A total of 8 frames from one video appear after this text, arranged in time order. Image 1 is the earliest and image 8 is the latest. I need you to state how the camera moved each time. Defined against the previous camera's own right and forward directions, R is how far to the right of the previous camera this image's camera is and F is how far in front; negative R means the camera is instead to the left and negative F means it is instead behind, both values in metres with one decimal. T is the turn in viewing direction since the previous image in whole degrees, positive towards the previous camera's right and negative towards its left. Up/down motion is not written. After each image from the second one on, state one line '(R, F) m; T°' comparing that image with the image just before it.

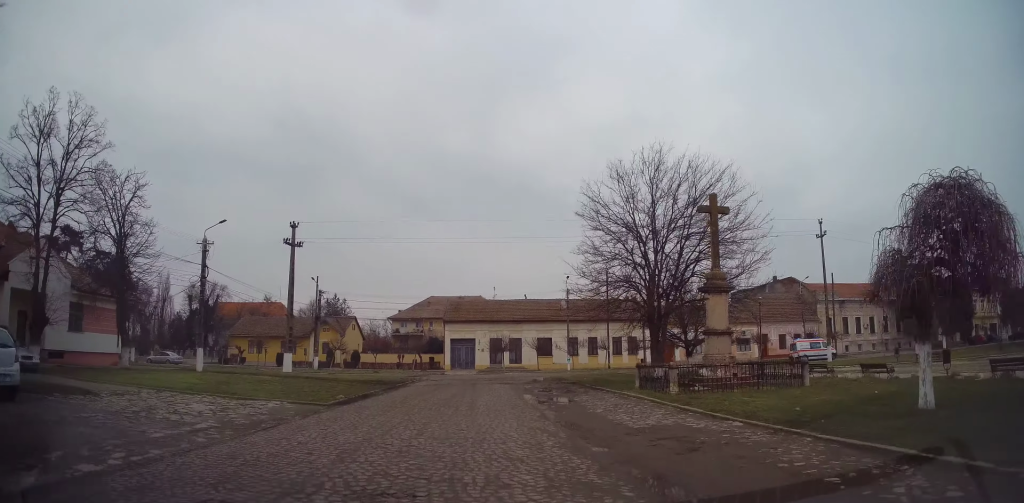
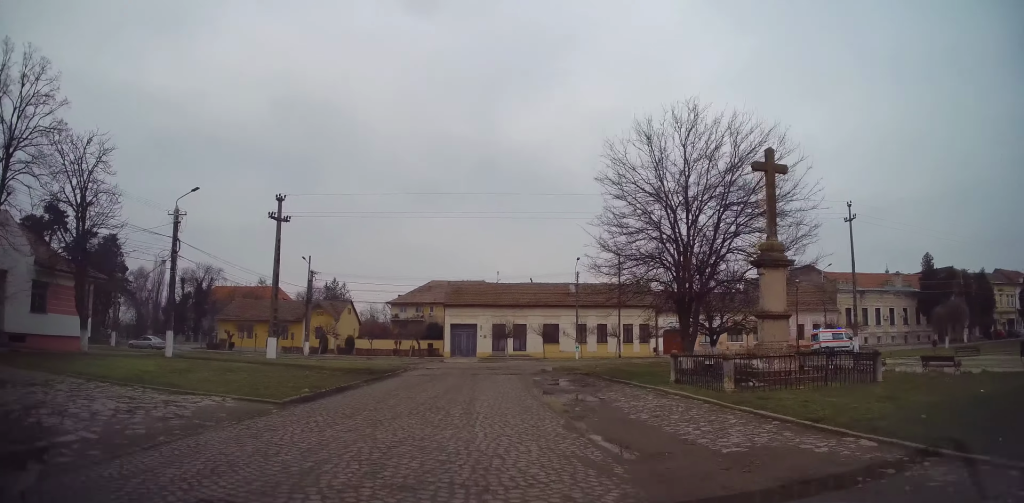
(+0.2, +4.0) m; +4°
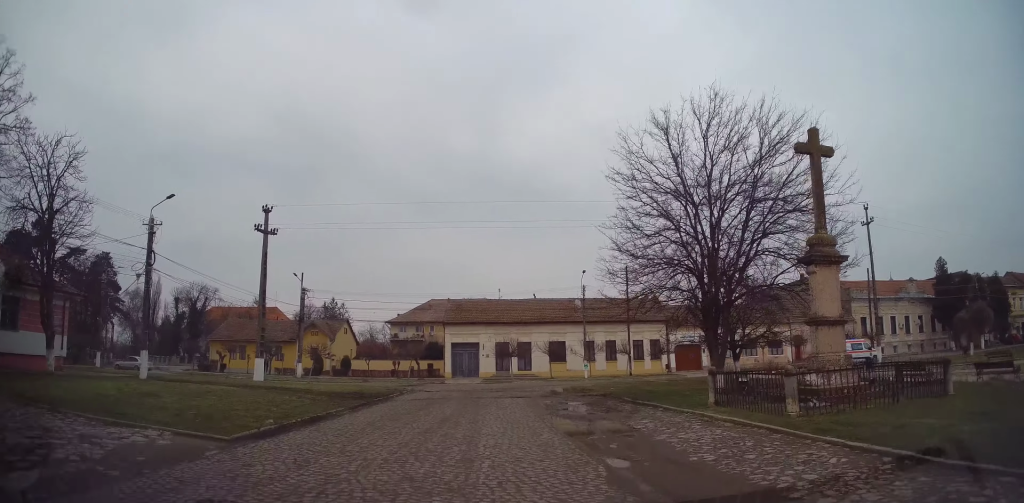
(+0.1, +3.0) m; +2°
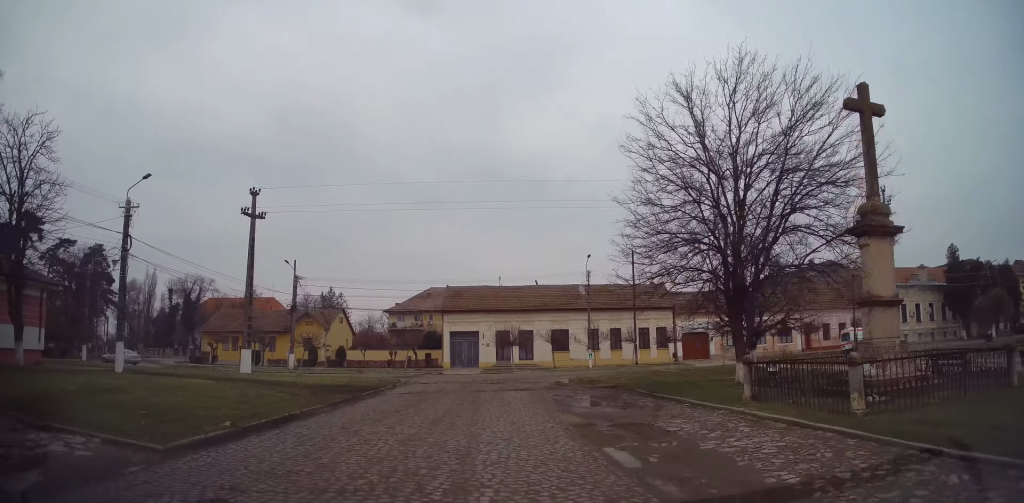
(0.0, +2.3) m; -4°
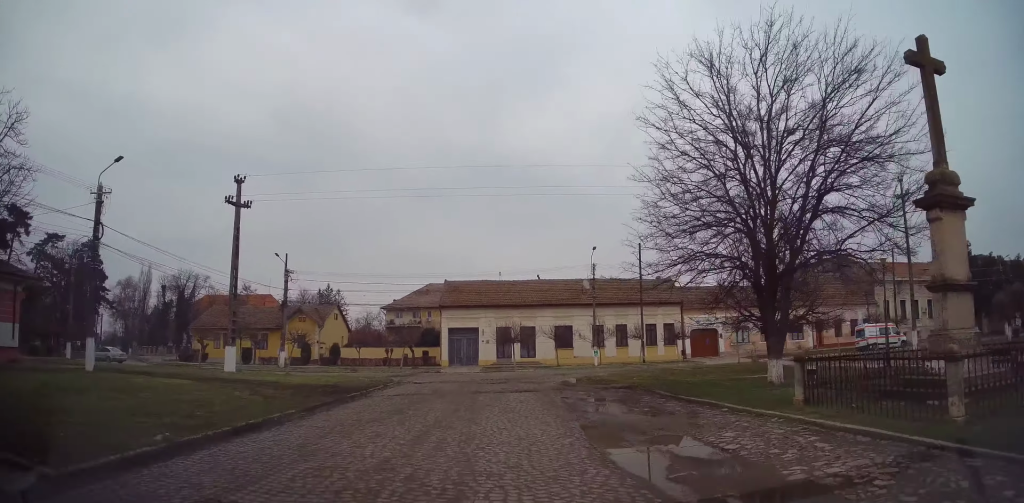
(0.0, +2.5) m; -4°
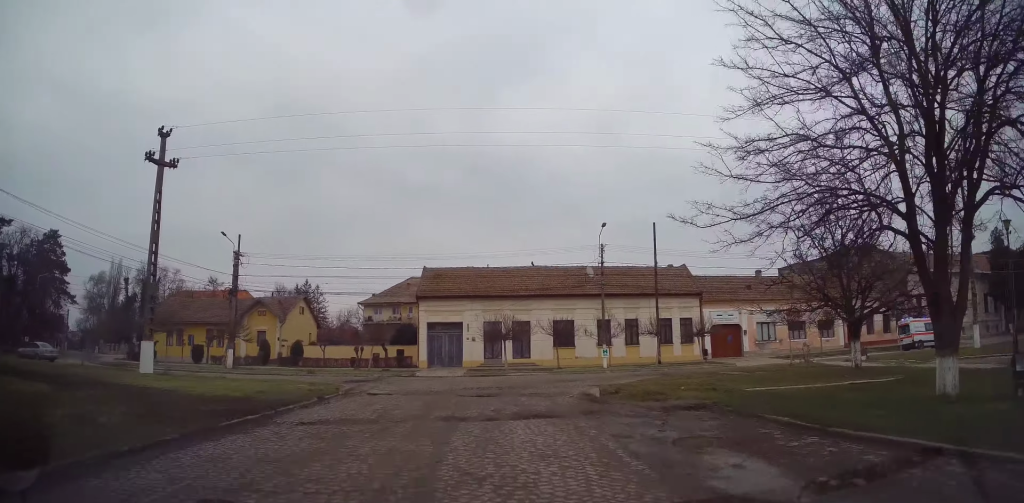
(-0.3, +8.0) m; +6°
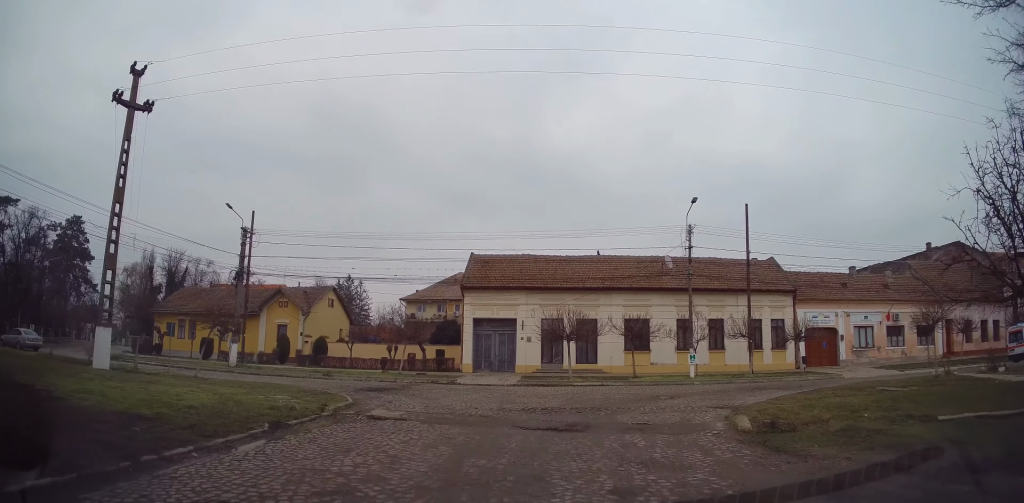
(0.0, +7.9) m; -11°
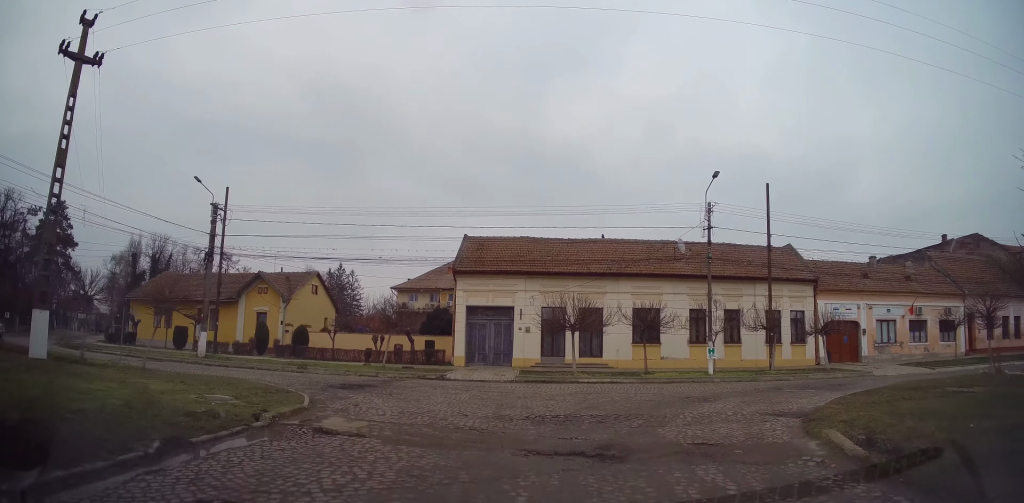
(-0.5, +3.9) m; 0°
